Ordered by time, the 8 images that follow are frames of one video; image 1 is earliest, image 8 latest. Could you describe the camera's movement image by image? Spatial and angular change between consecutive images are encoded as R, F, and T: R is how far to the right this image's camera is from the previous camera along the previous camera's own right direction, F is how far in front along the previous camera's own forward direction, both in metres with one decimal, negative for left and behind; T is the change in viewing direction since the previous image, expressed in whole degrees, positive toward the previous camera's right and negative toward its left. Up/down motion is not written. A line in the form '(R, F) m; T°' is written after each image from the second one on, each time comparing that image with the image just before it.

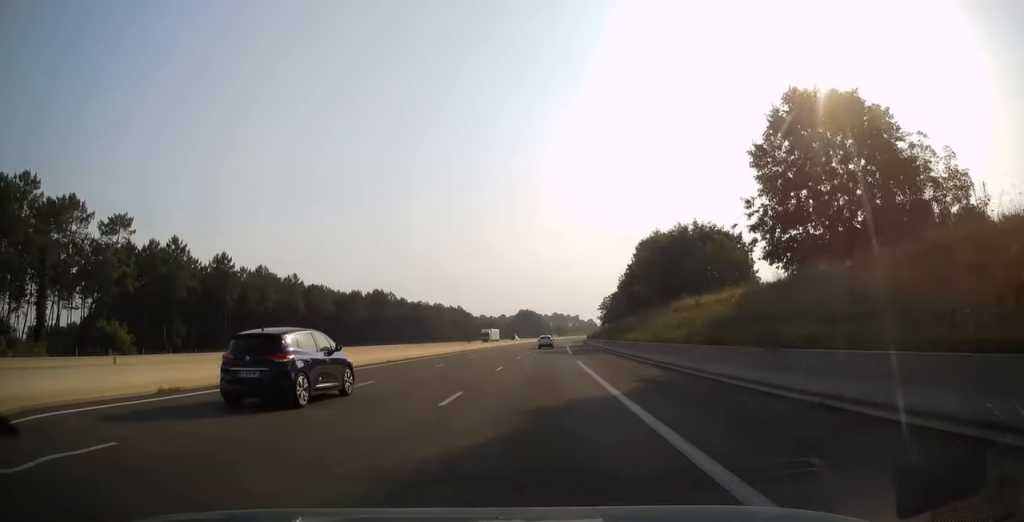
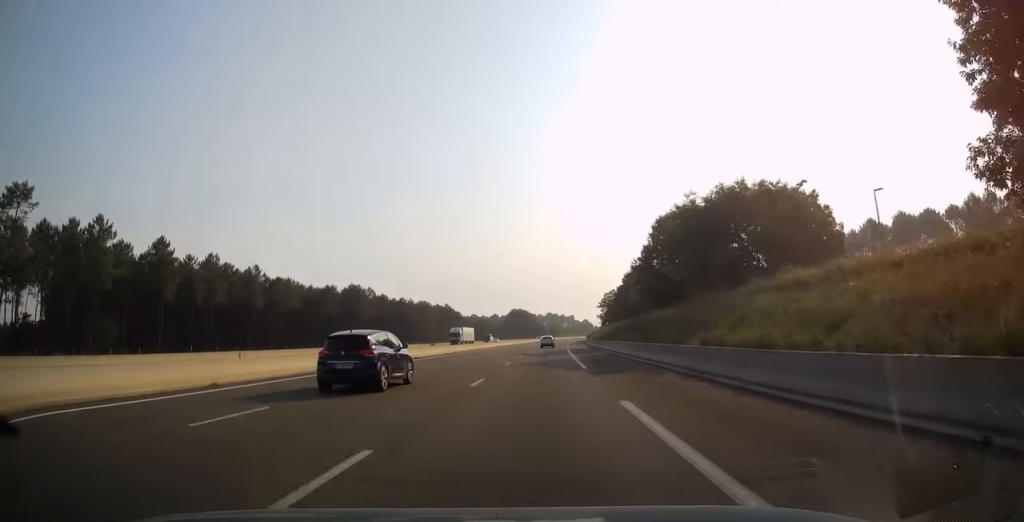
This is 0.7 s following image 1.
(0.0, +20.7) m; 0°
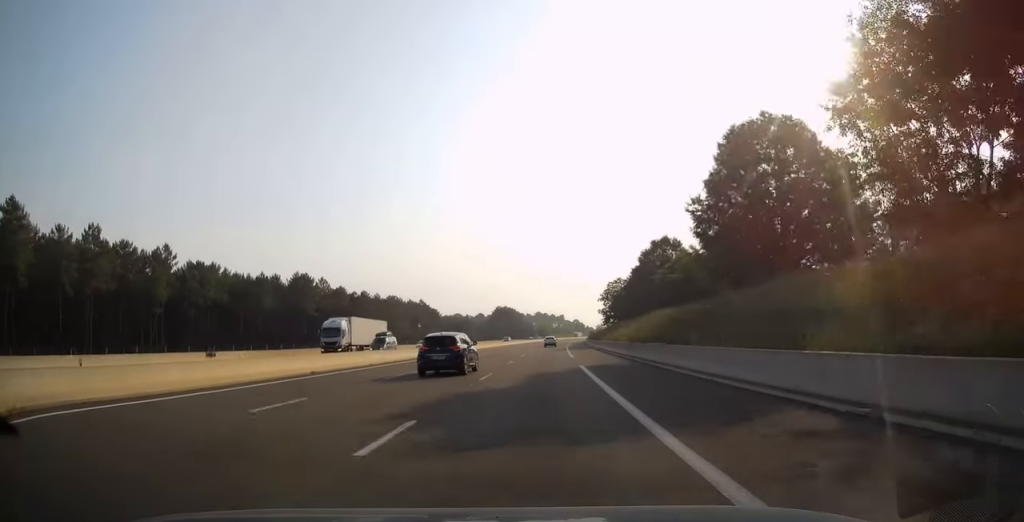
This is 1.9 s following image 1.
(+0.2, +36.1) m; +1°
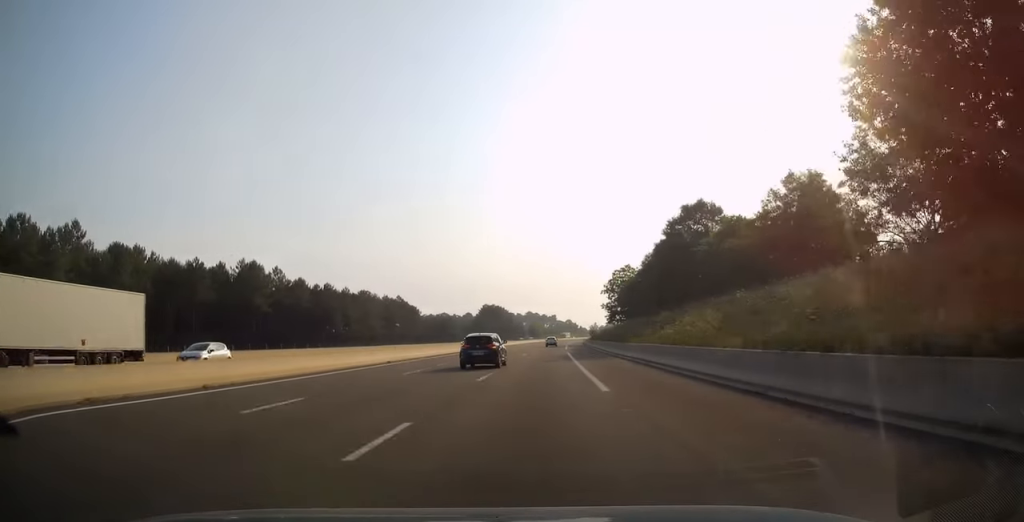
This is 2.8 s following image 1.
(+0.2, +26.1) m; +1°
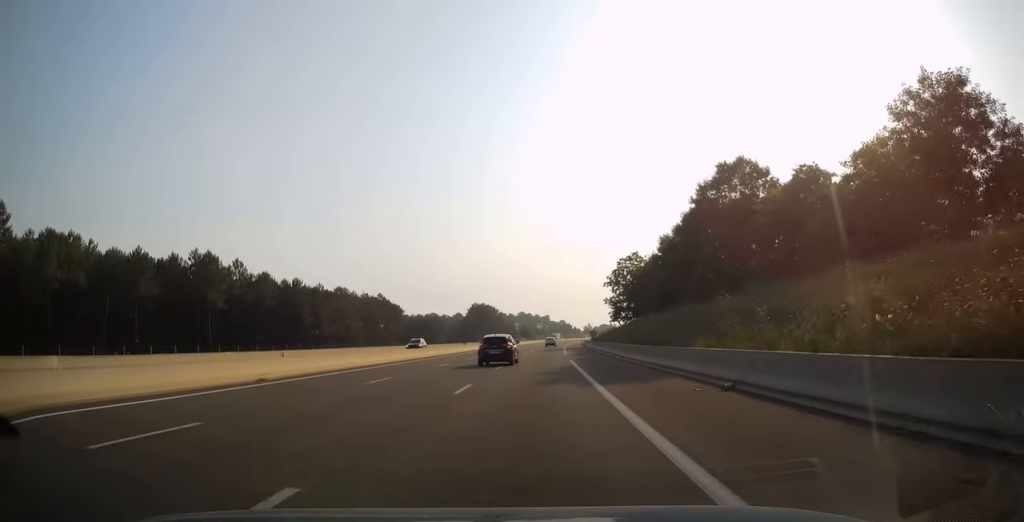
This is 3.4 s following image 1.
(0.0, +17.3) m; +1°
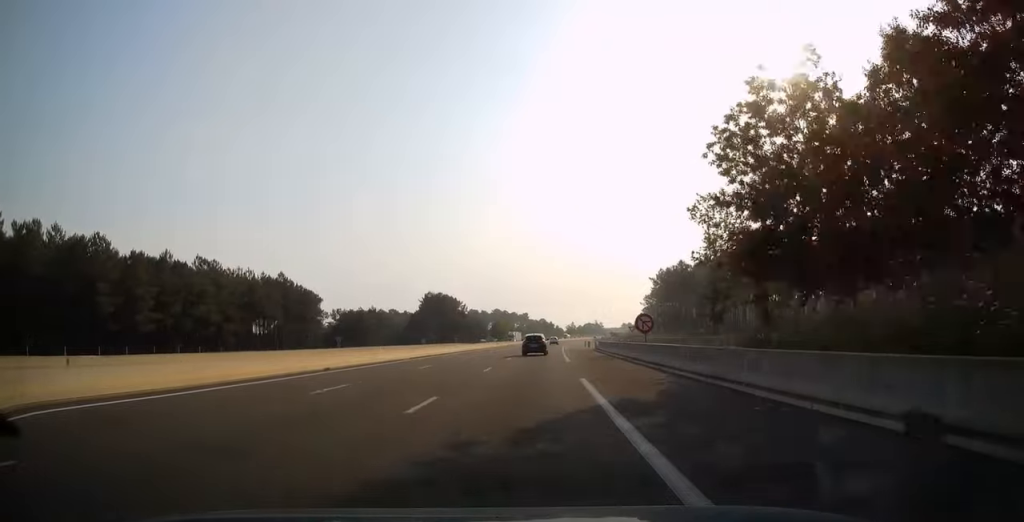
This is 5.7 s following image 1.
(+1.3, +69.0) m; +2°
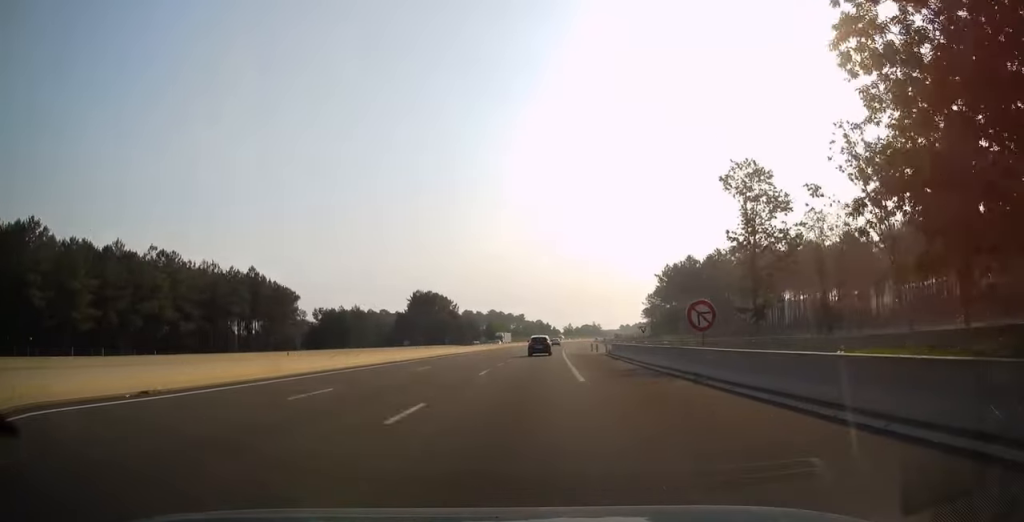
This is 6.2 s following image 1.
(0.0, +14.3) m; 0°
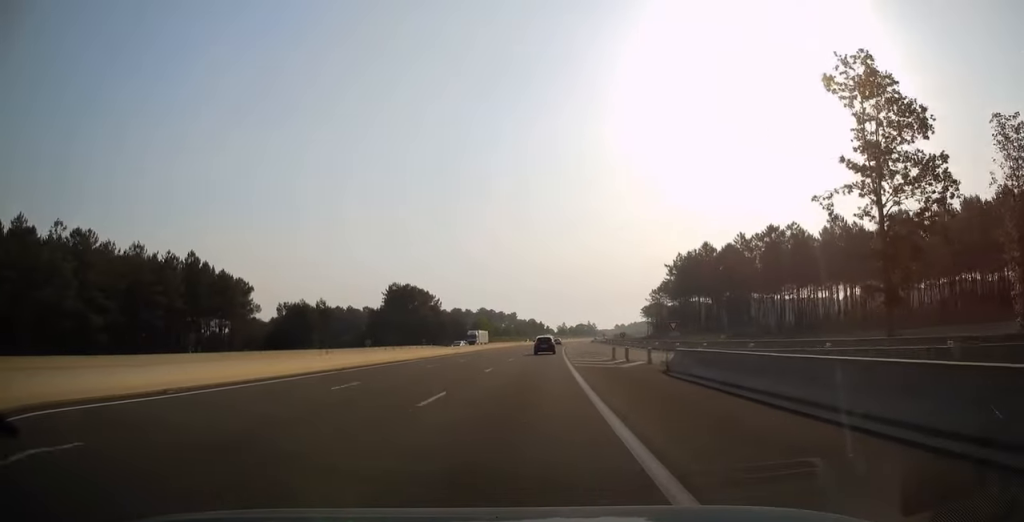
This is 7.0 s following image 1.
(+0.1, +23.2) m; +1°
